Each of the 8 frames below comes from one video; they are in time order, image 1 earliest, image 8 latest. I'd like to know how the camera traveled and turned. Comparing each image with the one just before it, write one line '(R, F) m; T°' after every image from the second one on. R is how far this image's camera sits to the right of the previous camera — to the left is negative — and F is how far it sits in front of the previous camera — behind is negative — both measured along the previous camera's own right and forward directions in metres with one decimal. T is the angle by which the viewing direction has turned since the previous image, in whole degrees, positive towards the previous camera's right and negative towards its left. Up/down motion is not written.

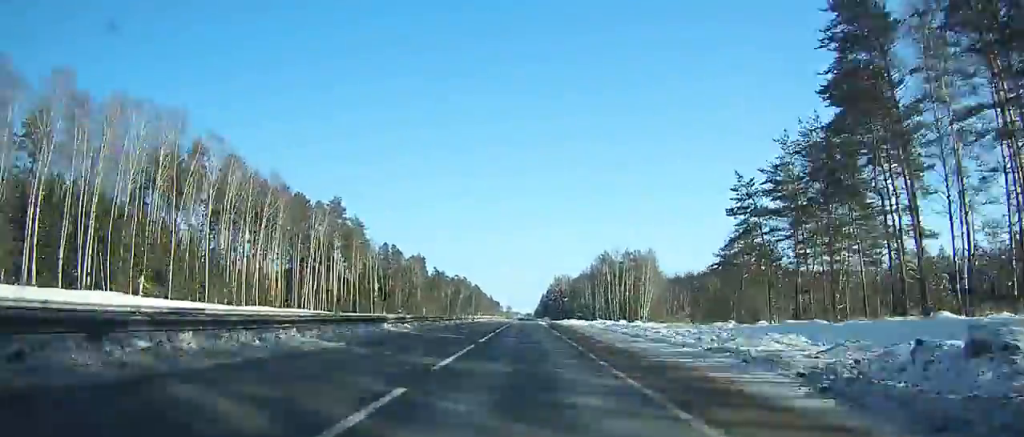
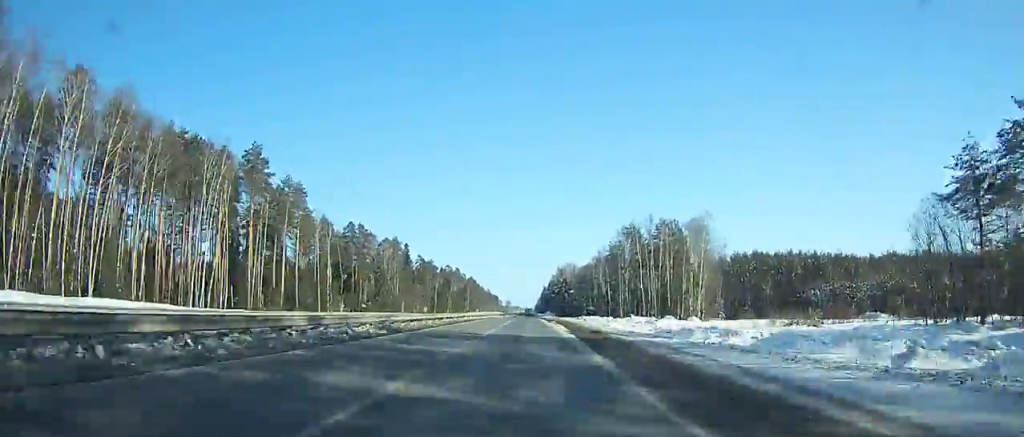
(0.0, +45.6) m; 0°
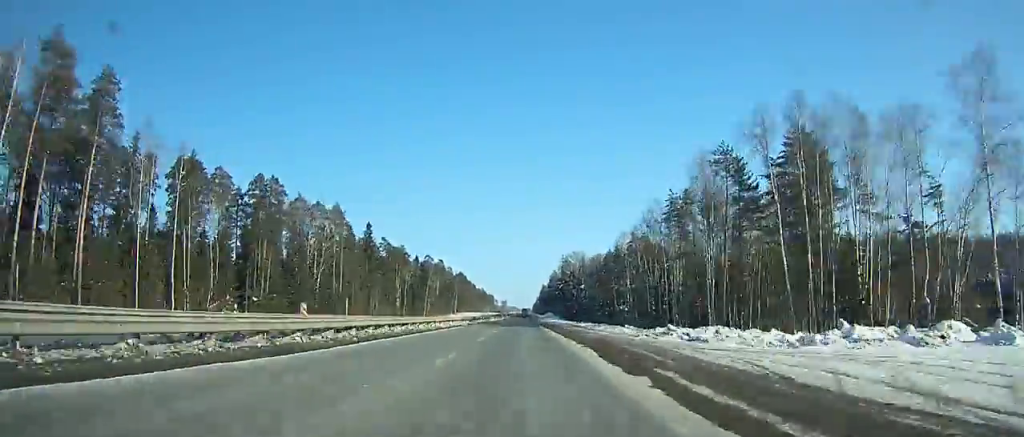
(+0.1, +65.7) m; 0°
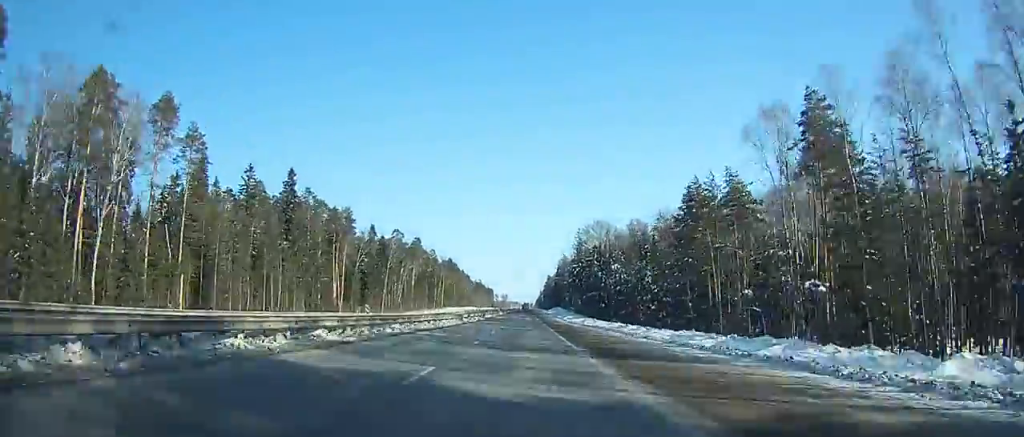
(-0.3, +77.8) m; 0°
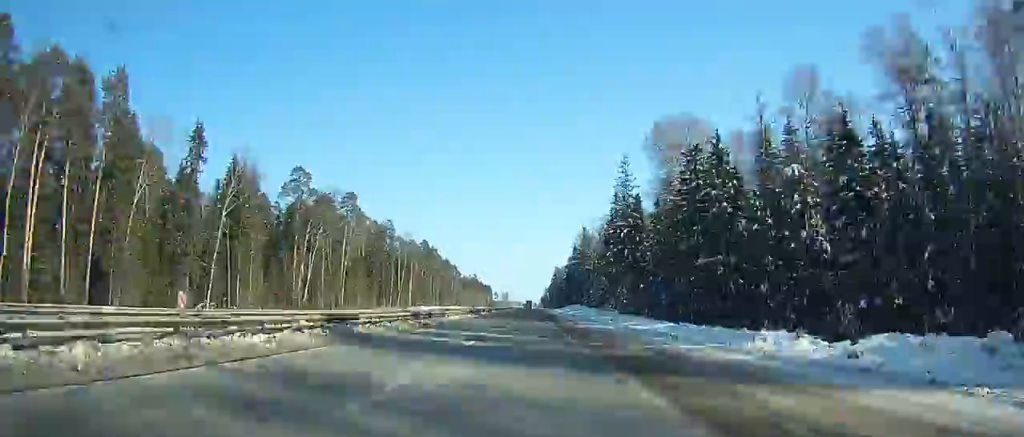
(0.0, +98.6) m; 0°
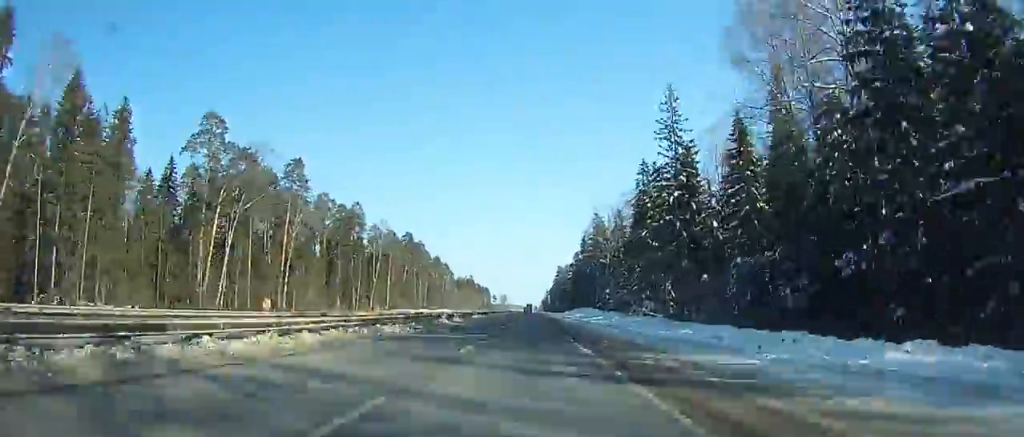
(-0.1, +37.8) m; 0°
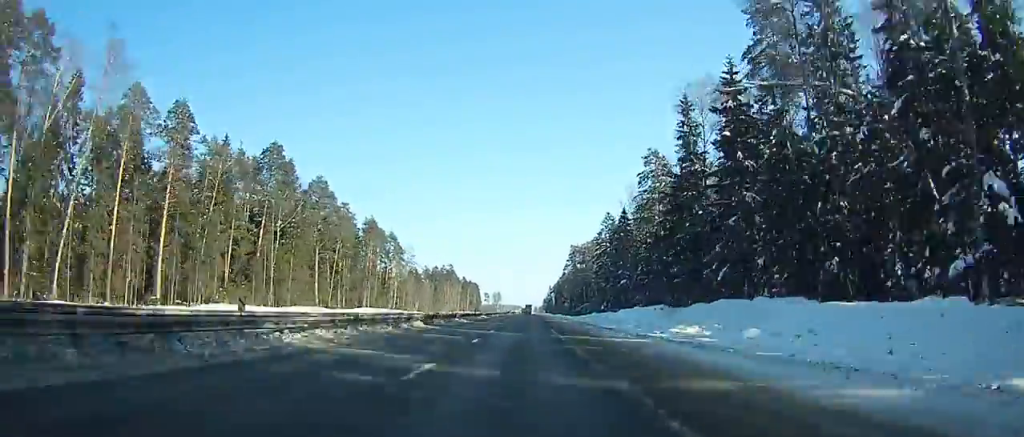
(-0.3, +127.1) m; +1°
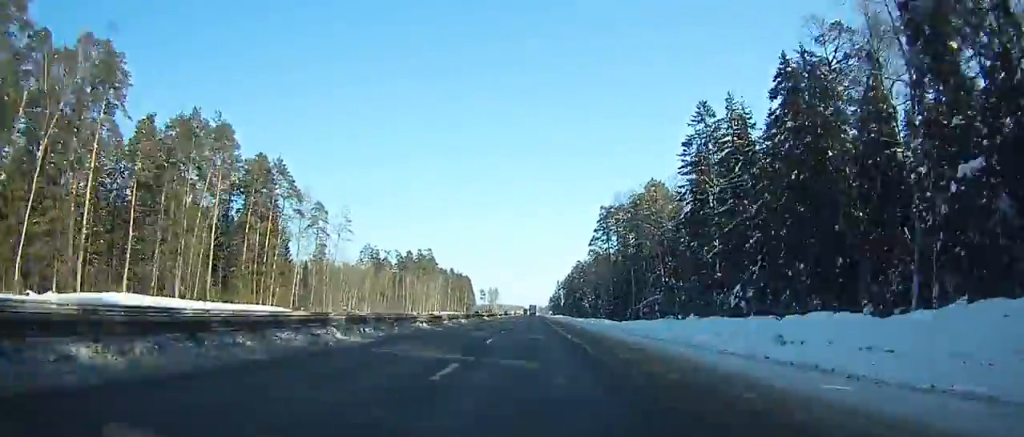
(+1.2, +96.8) m; 0°
